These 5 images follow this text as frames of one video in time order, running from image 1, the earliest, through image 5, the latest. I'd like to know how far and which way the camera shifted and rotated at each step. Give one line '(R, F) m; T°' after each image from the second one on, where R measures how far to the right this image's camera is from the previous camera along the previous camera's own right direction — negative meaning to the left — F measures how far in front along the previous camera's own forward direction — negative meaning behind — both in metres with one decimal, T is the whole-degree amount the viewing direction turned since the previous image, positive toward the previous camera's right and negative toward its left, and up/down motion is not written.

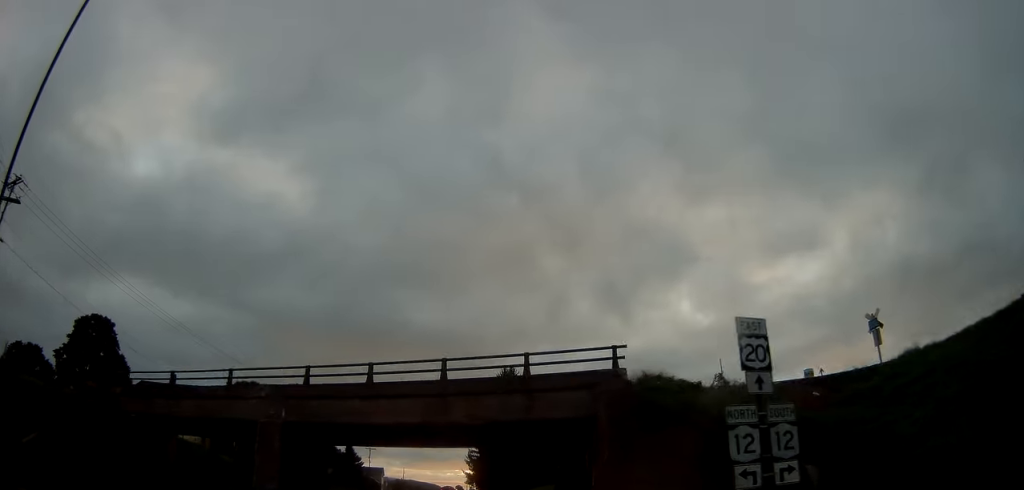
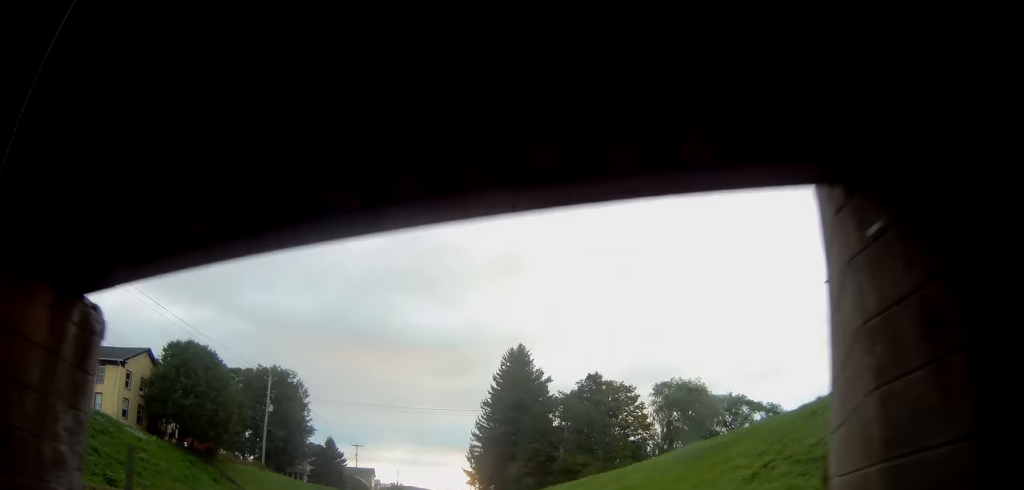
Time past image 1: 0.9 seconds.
(-0.4, +17.7) m; -1°
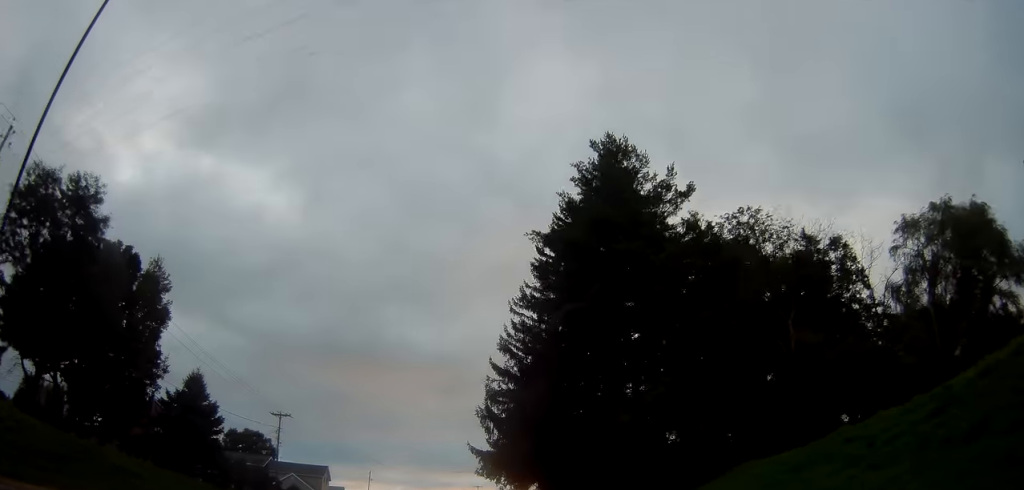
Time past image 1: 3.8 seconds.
(+1.4, +53.8) m; +2°
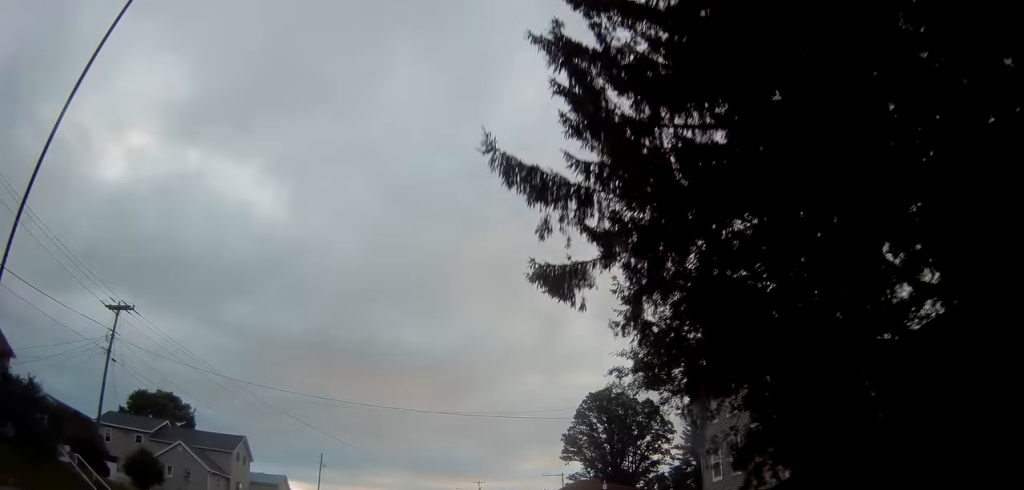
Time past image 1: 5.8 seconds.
(-0.2, +35.0) m; 0°
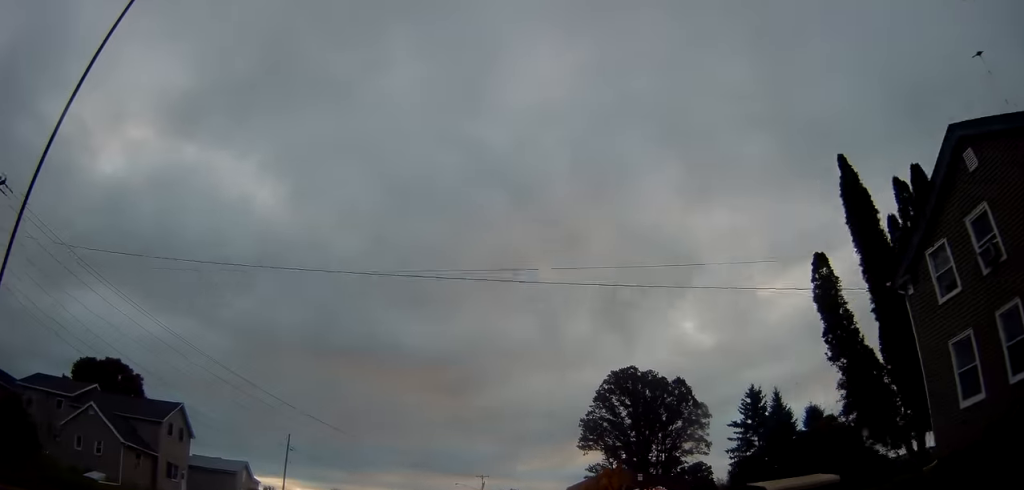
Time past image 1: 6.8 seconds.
(0.0, +14.5) m; 0°
